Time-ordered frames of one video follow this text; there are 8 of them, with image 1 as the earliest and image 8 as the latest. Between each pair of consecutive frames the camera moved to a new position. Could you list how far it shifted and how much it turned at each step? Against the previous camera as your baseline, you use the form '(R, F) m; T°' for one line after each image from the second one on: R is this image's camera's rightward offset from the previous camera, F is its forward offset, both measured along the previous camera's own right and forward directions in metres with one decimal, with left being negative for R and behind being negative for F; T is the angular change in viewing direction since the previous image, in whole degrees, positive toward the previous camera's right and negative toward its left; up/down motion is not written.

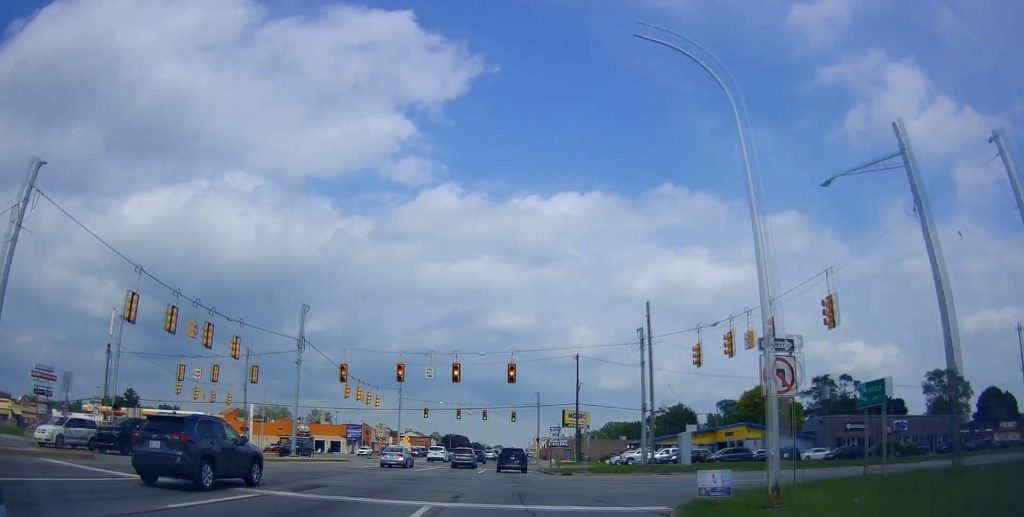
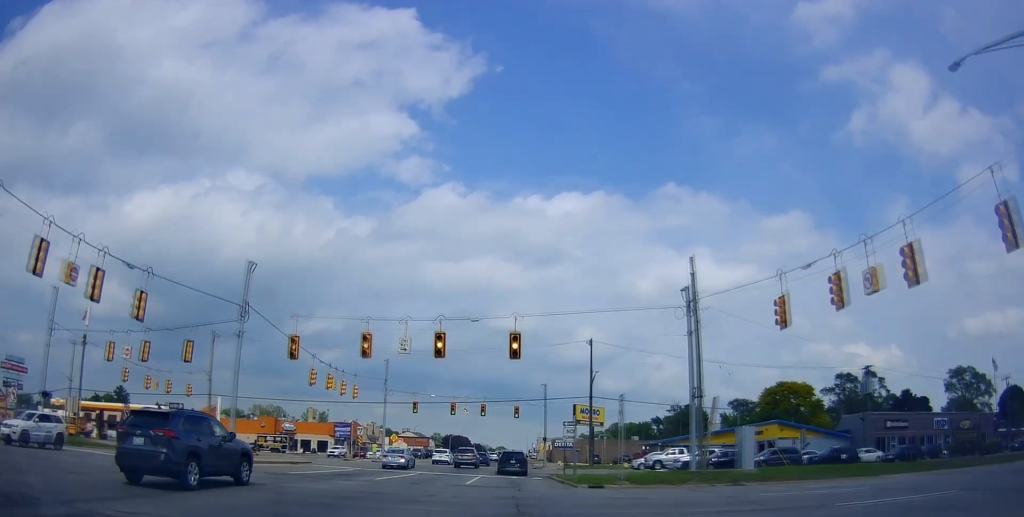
(-0.1, +11.0) m; -1°
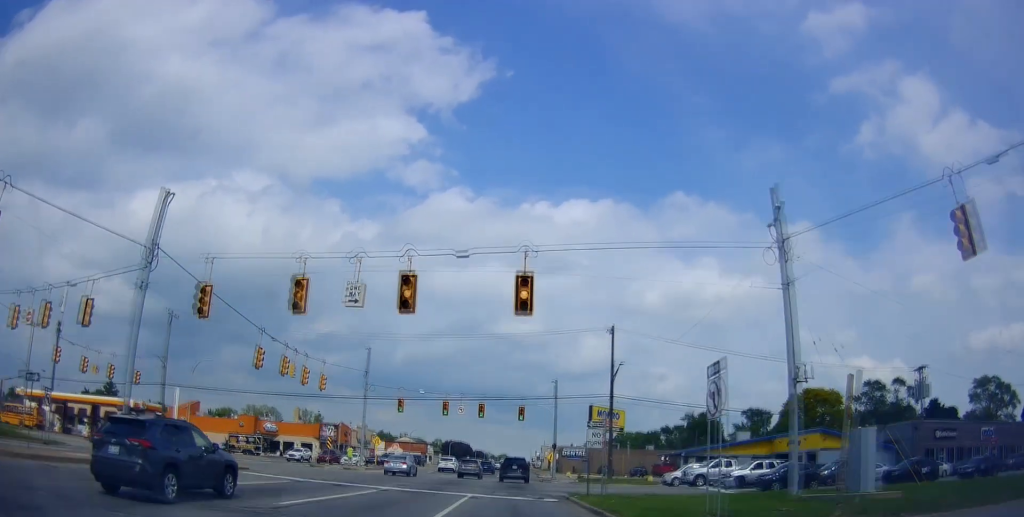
(-0.6, +11.2) m; +1°
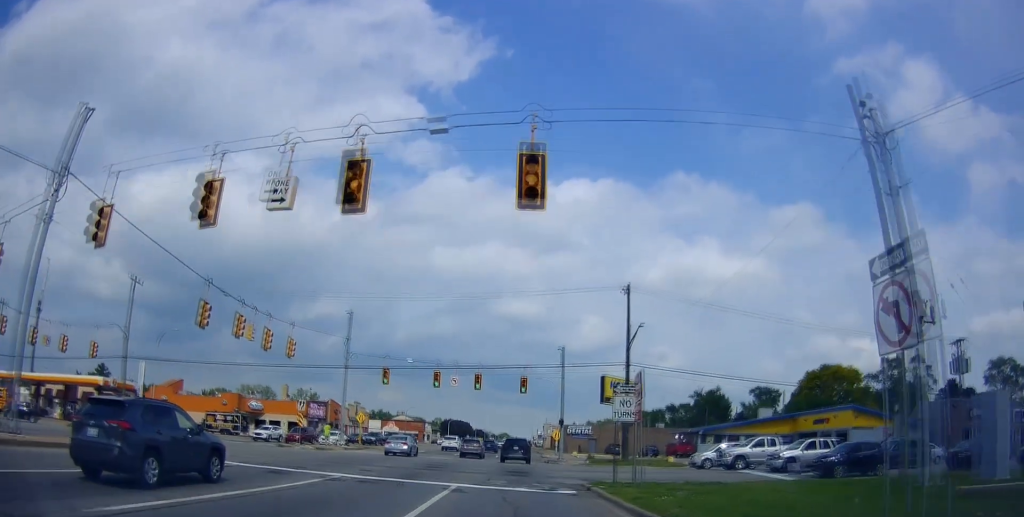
(+0.5, +7.2) m; +2°
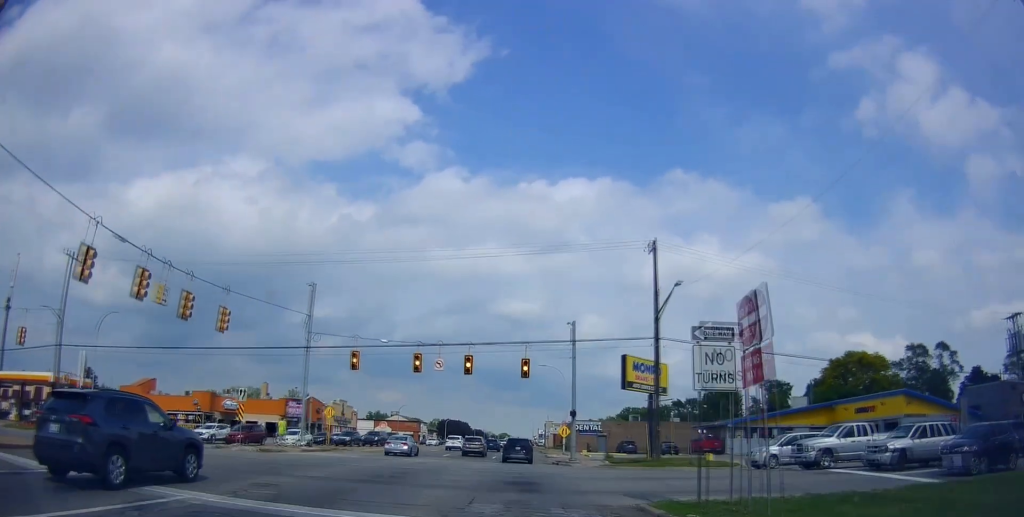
(+0.3, +9.7) m; +1°
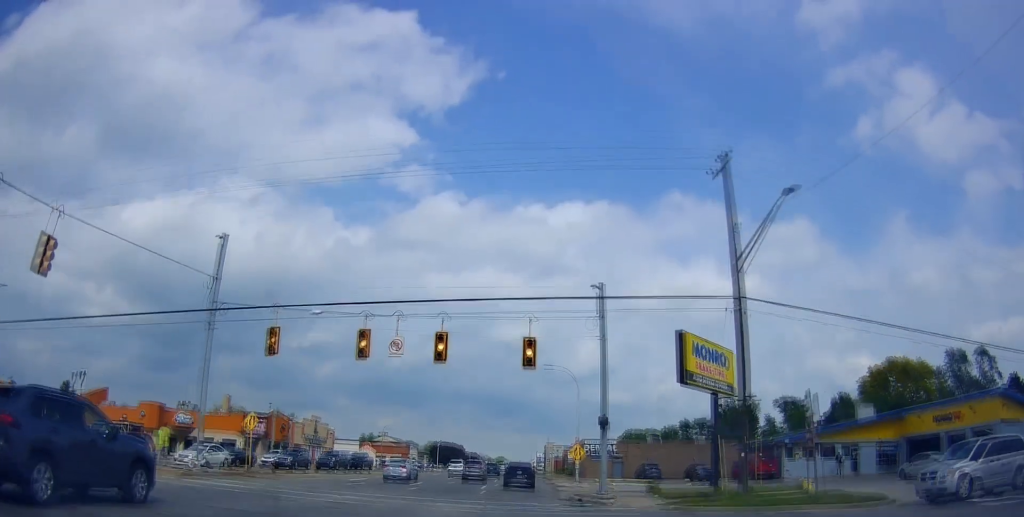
(-0.1, +13.8) m; -1°
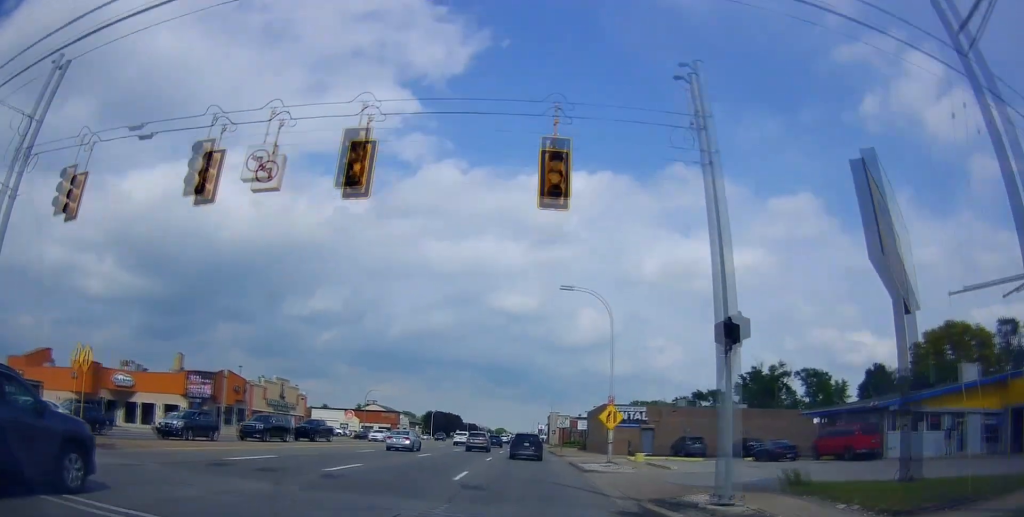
(-0.3, +14.6) m; 0°
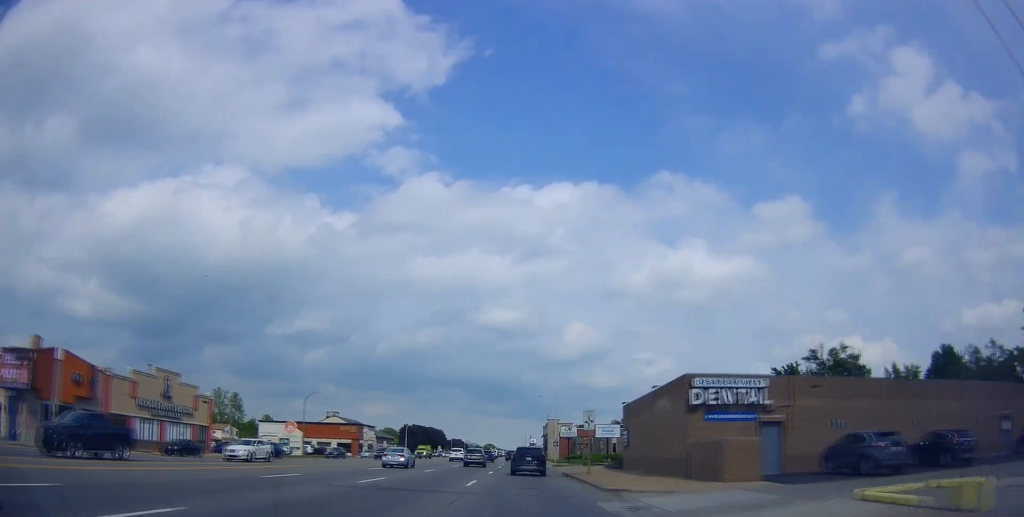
(+0.8, +27.4) m; +2°
